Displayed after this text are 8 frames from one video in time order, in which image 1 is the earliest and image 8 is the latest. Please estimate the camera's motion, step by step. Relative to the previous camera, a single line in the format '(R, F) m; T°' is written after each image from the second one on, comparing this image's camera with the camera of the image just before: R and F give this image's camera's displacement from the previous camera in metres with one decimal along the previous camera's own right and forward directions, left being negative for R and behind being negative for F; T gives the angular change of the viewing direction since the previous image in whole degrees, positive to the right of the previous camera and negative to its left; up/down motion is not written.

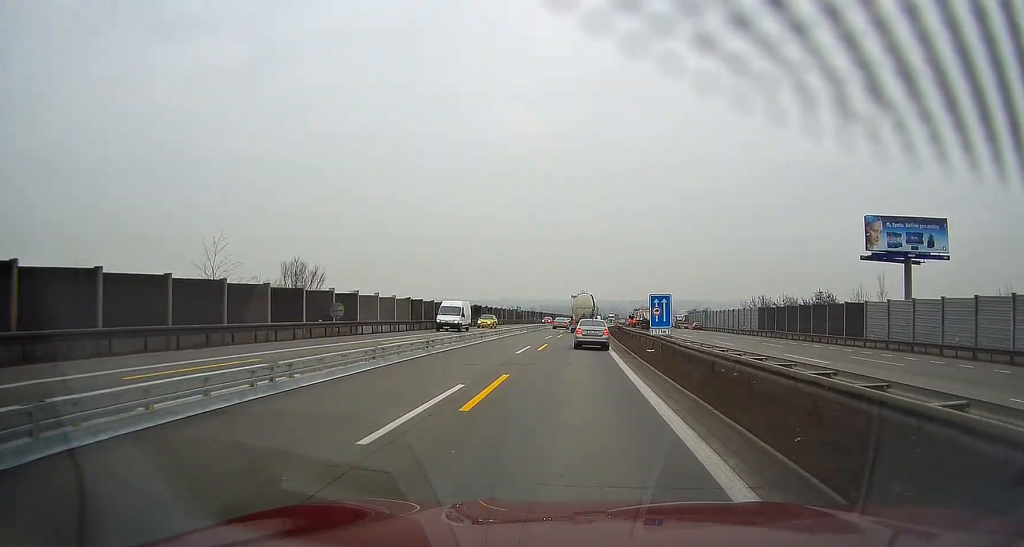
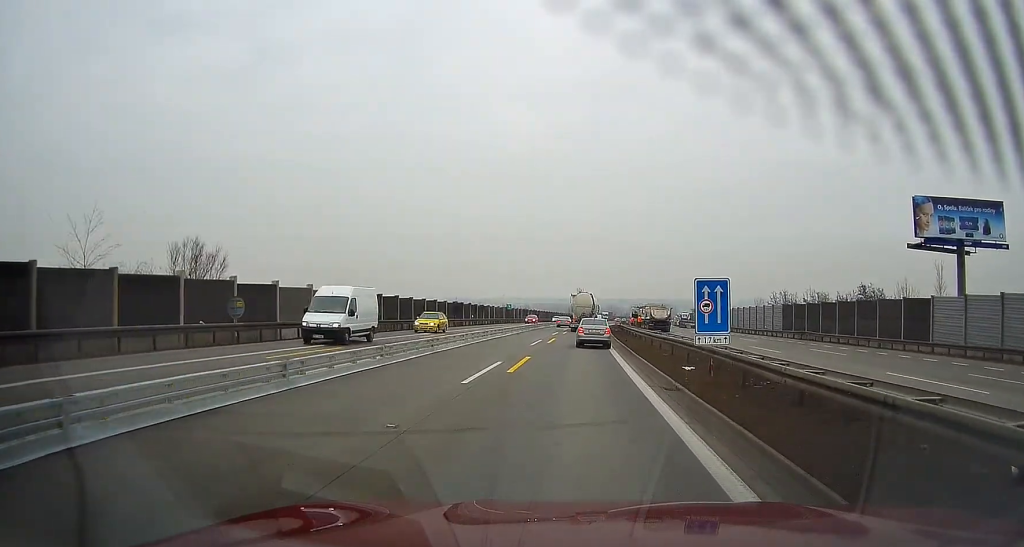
(0.0, +11.6) m; 0°
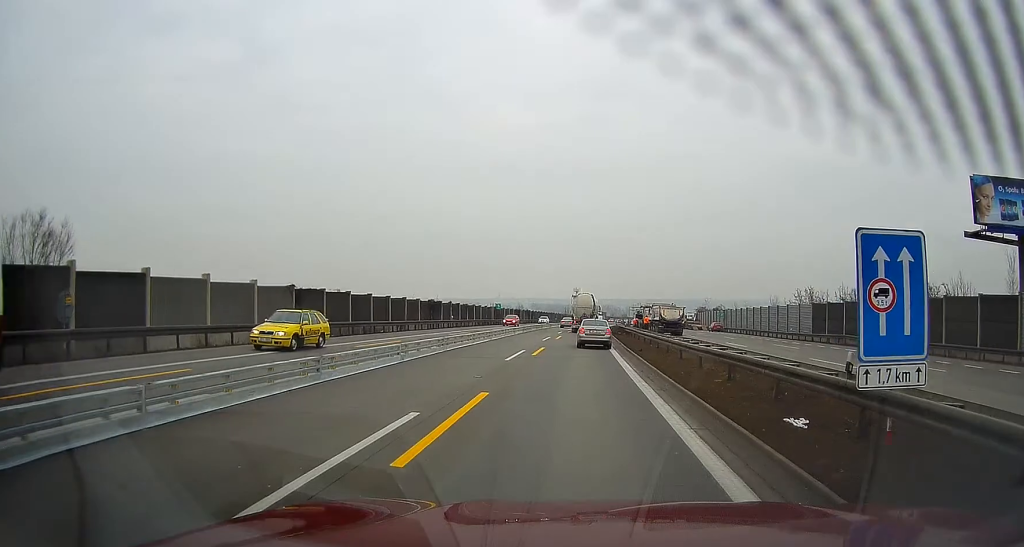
(0.0, +10.6) m; 0°
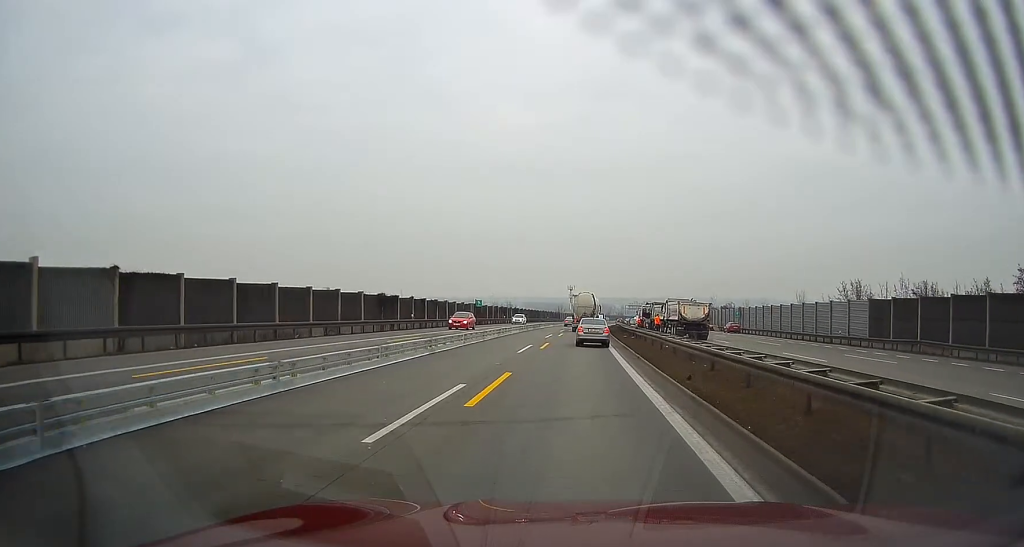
(+0.1, +14.1) m; 0°
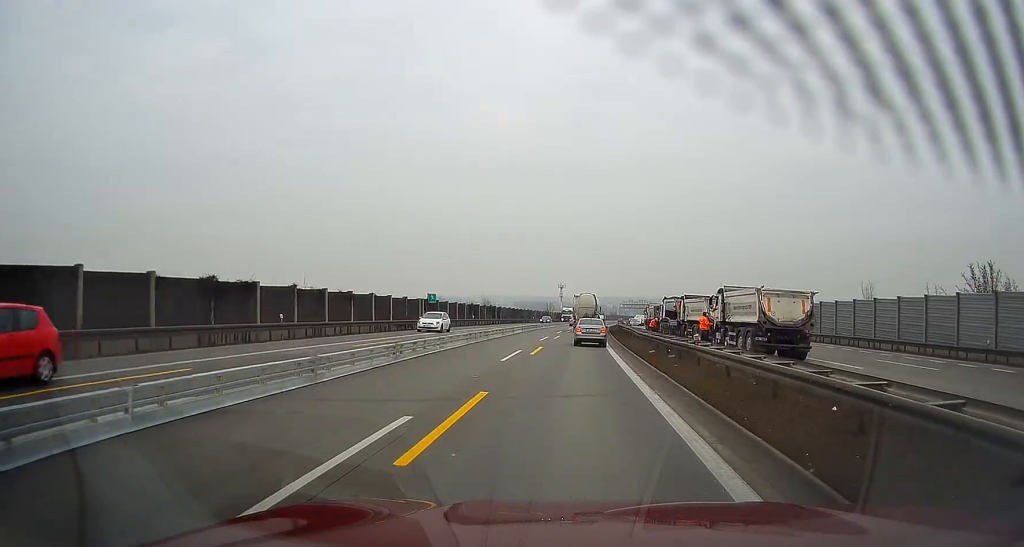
(+0.1, +22.3) m; +1°
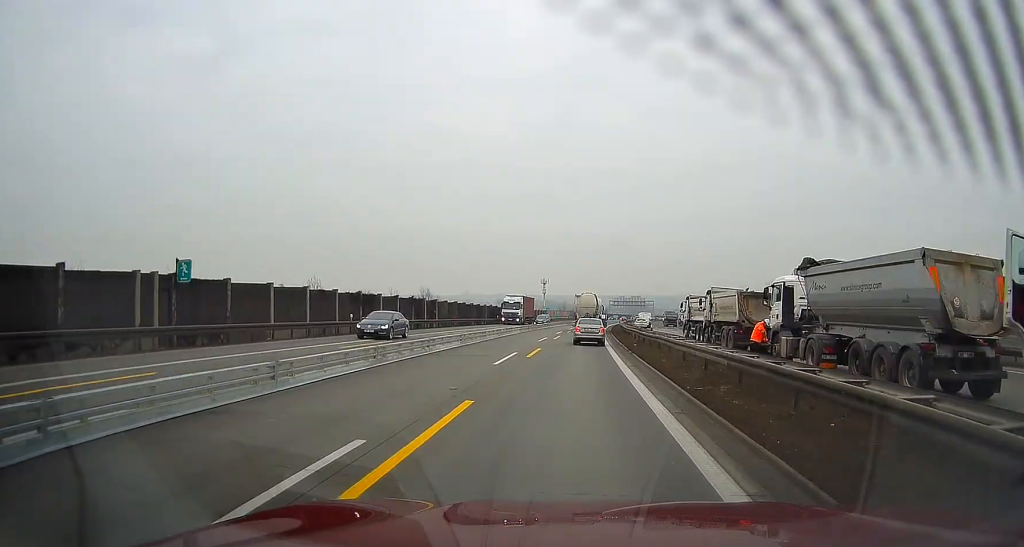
(+0.5, +37.5) m; +2°
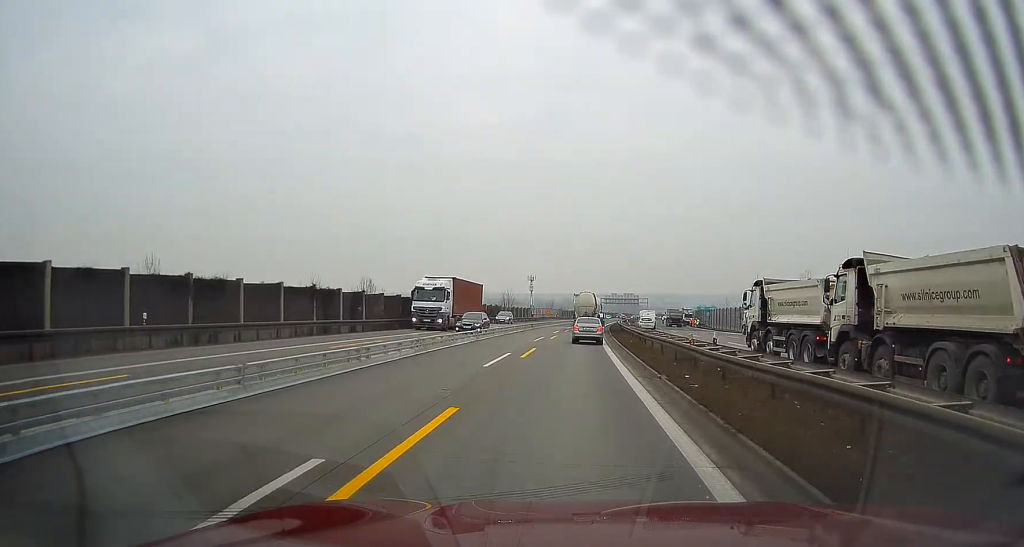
(+0.2, +19.2) m; +1°
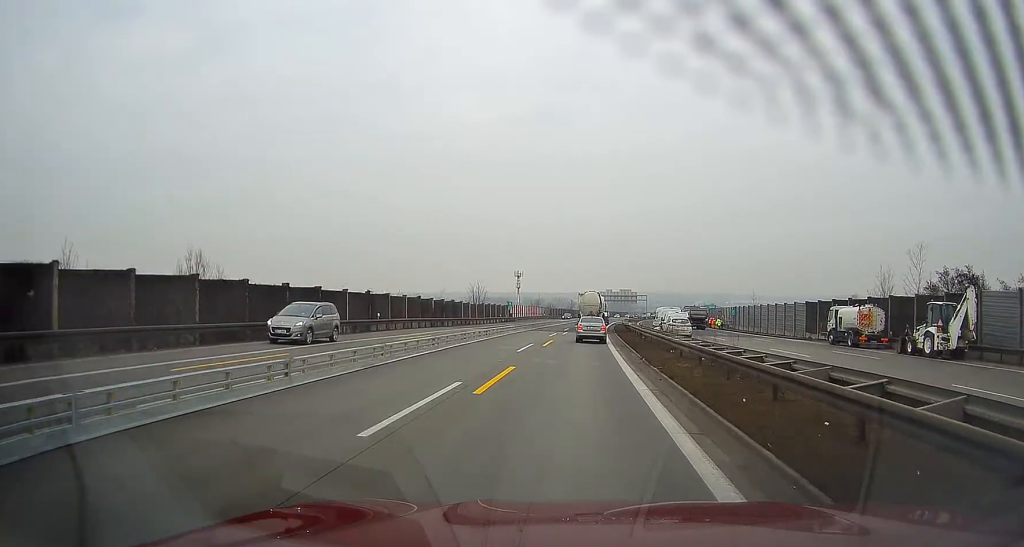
(+0.1, +28.6) m; 0°
